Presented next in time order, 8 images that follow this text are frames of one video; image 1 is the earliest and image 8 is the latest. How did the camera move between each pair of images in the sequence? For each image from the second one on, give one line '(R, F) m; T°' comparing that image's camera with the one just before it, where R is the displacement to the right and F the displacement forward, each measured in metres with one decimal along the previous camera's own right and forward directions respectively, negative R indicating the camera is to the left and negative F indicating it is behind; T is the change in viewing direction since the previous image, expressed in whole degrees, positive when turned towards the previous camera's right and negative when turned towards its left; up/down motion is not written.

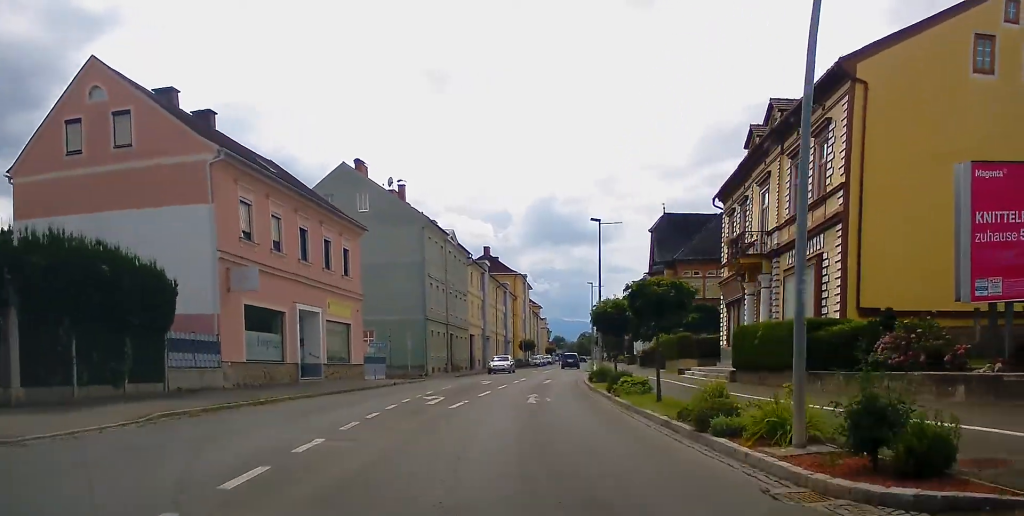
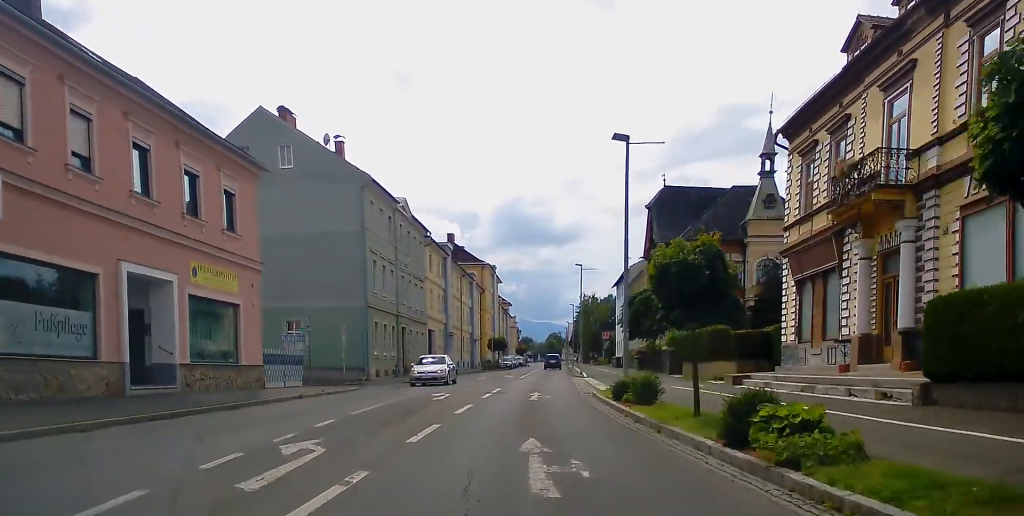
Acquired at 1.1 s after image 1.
(+0.7, +13.3) m; +4°
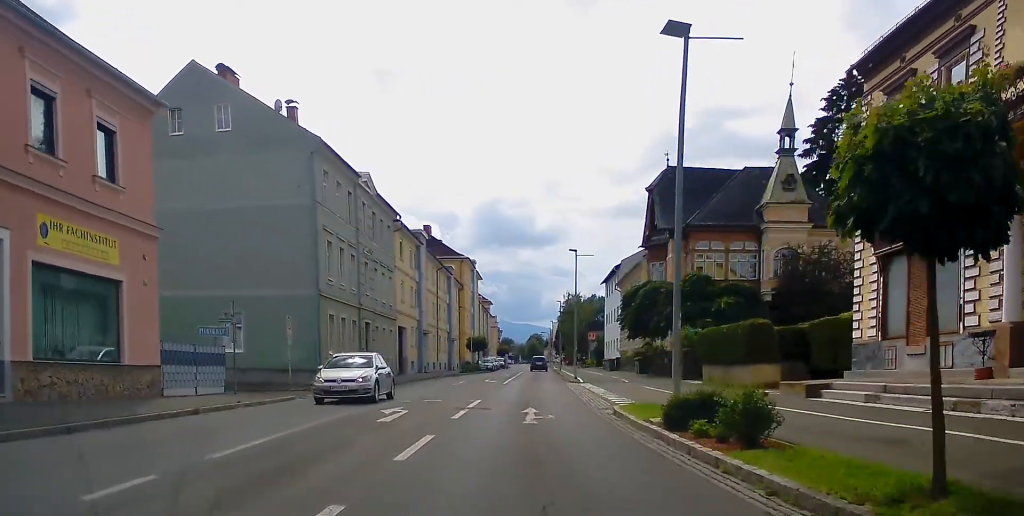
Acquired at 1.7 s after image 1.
(+0.1, +7.6) m; +1°
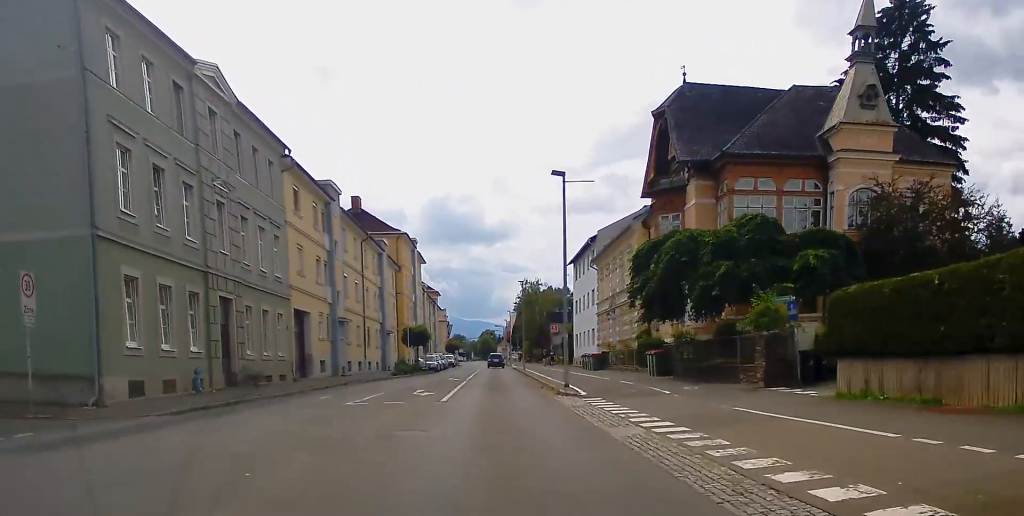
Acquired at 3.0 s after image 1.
(+0.2, +17.5) m; +1°
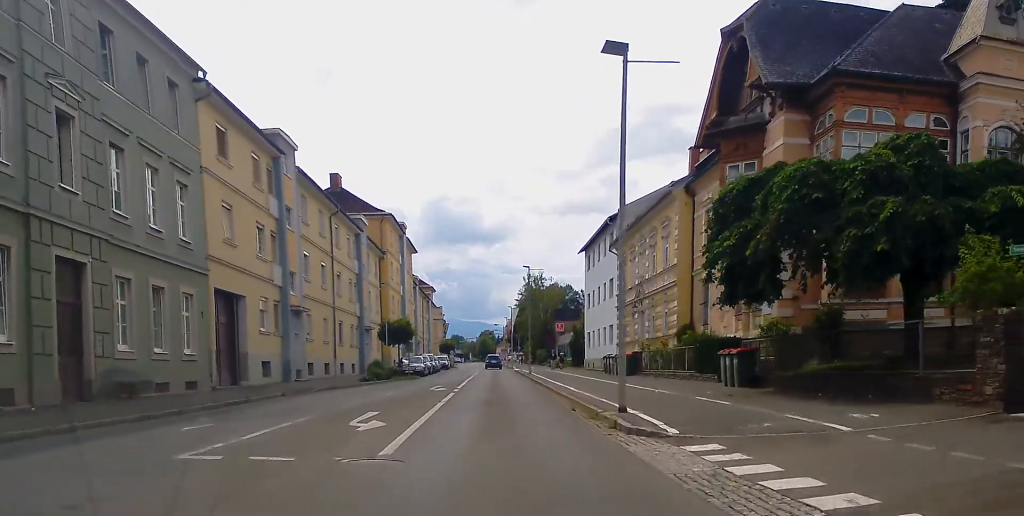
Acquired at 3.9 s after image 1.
(0.0, +11.1) m; 0°
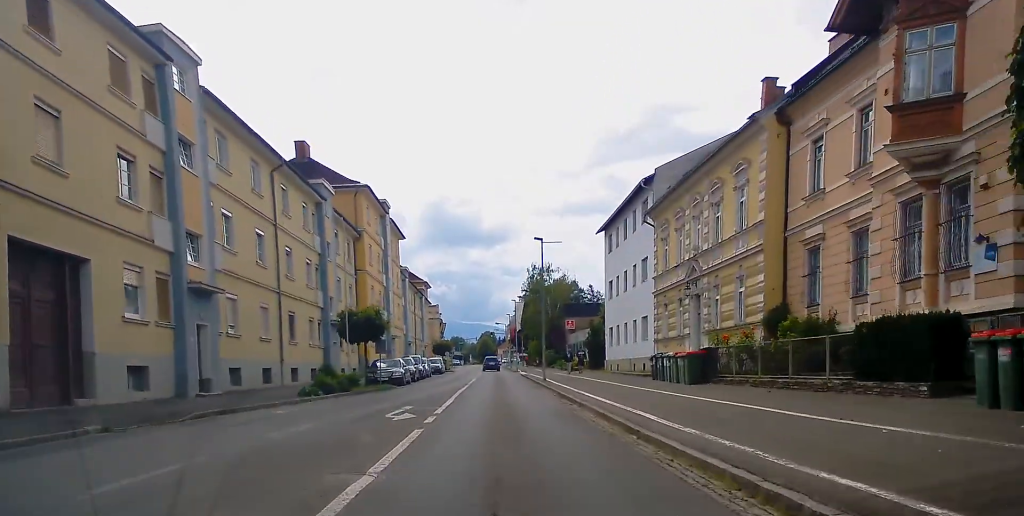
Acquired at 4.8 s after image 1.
(0.0, +12.8) m; 0°
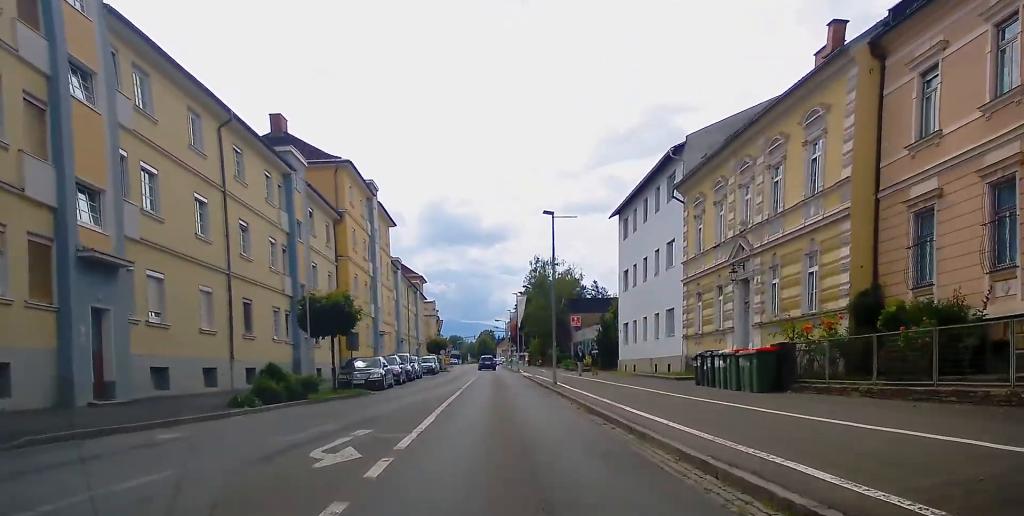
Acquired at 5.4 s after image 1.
(0.0, +6.9) m; 0°
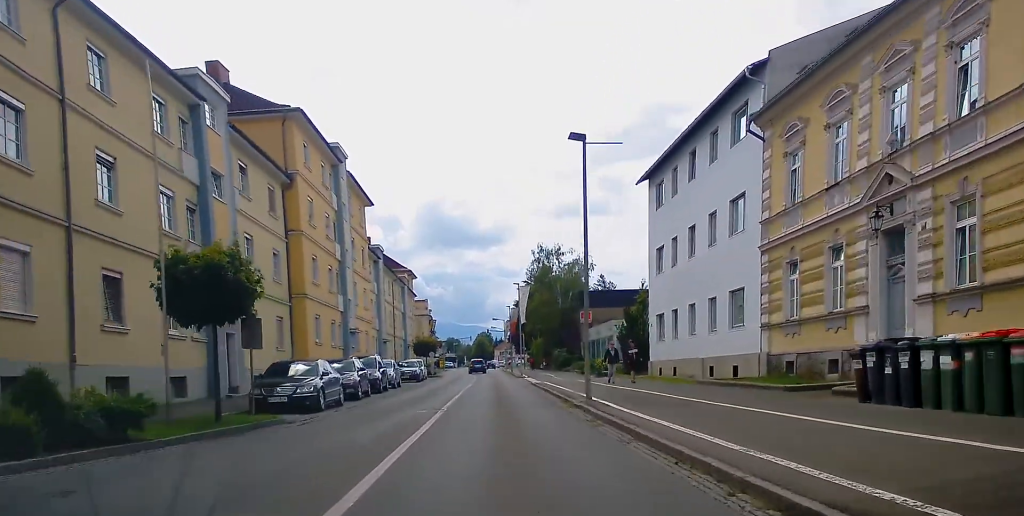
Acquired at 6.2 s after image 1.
(0.0, +11.4) m; 0°
